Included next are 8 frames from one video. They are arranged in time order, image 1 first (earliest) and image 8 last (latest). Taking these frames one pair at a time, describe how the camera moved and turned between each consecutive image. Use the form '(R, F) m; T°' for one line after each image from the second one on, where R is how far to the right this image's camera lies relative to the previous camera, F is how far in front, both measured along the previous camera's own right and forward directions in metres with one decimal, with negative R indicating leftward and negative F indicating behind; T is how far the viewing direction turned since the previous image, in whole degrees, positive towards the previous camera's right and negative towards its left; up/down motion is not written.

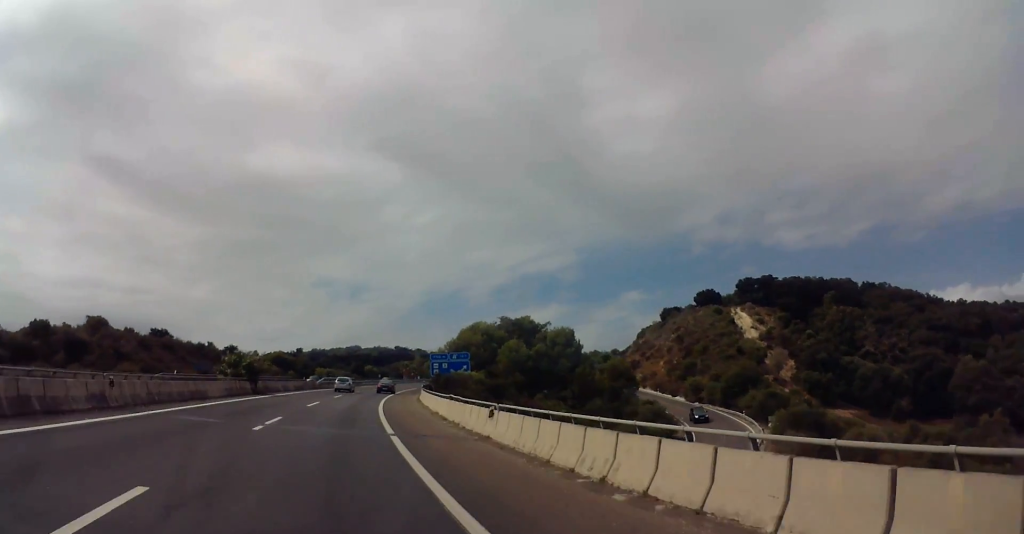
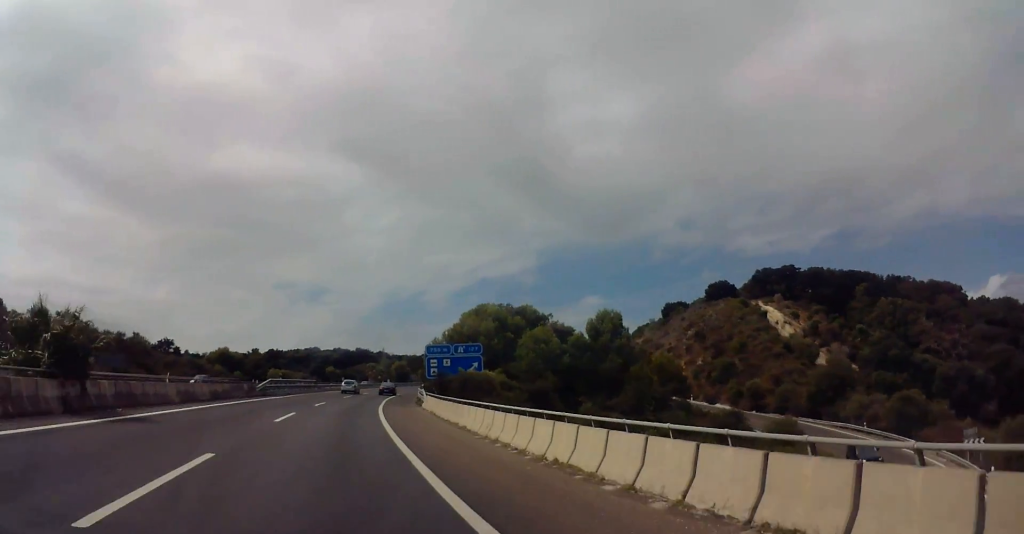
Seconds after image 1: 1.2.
(+0.4, +29.1) m; +4°
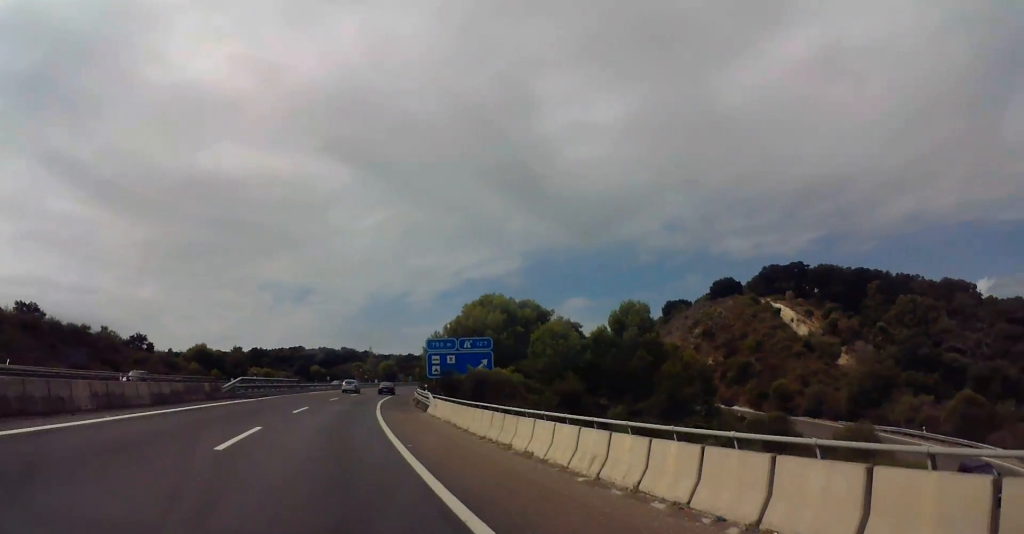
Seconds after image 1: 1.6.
(+0.4, +9.3) m; +1°
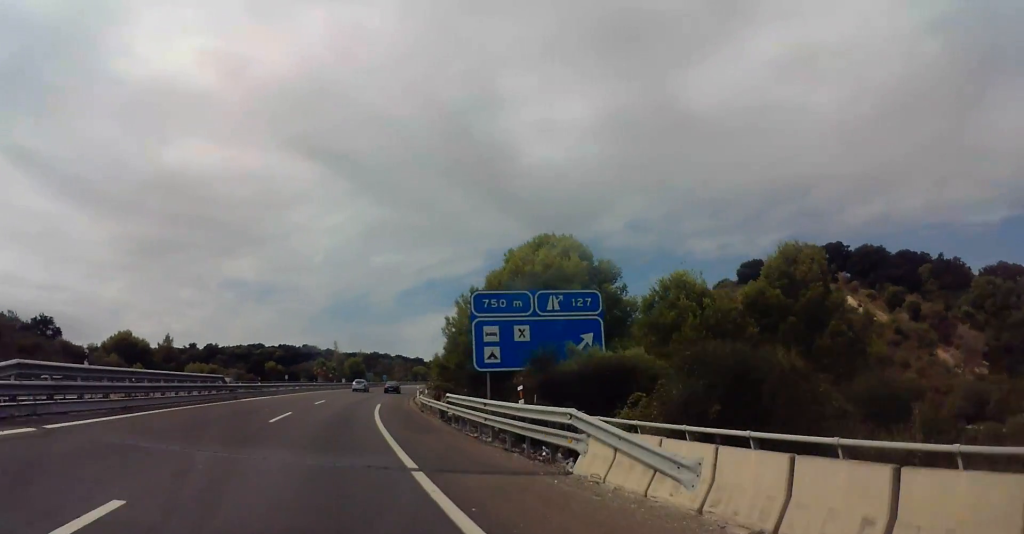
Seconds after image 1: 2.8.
(+0.7, +26.9) m; +2°
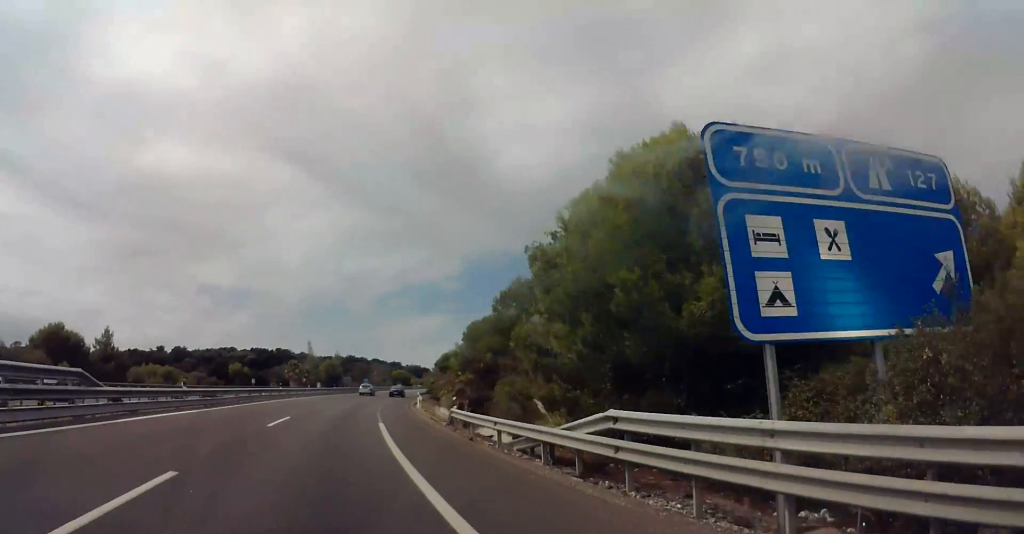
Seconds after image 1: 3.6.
(0.0, +18.6) m; +1°
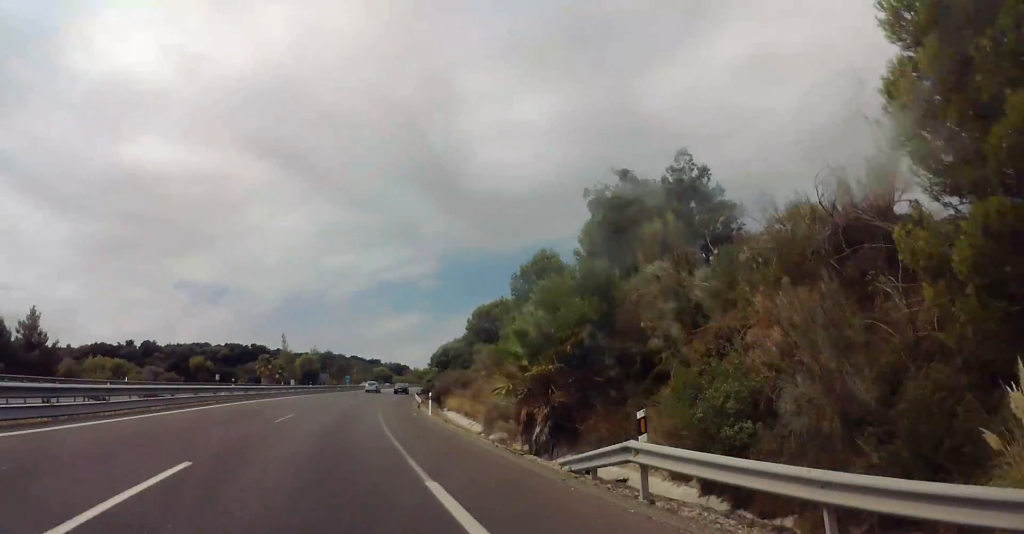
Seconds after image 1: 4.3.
(0.0, +16.7) m; +2°
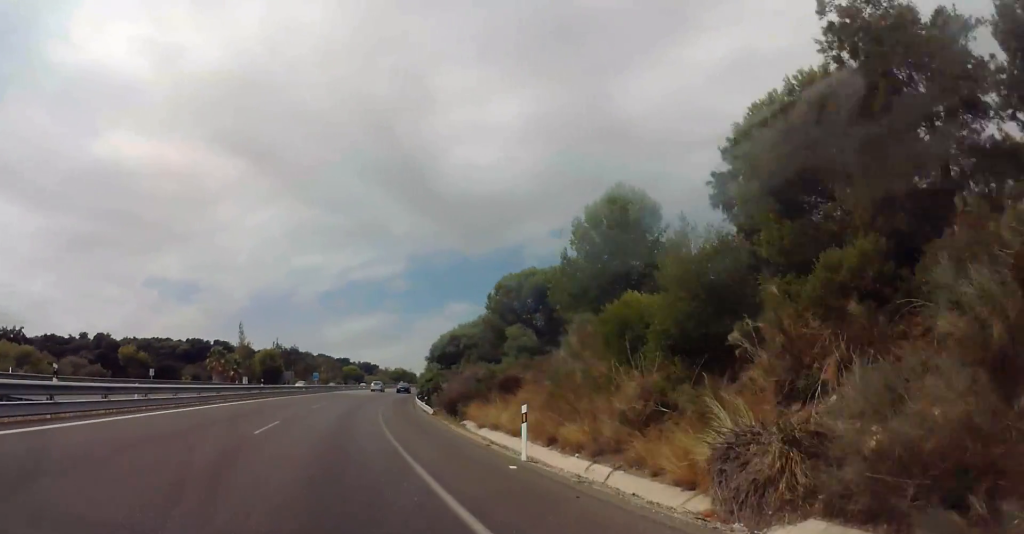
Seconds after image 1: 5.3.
(+1.1, +23.1) m; +4°
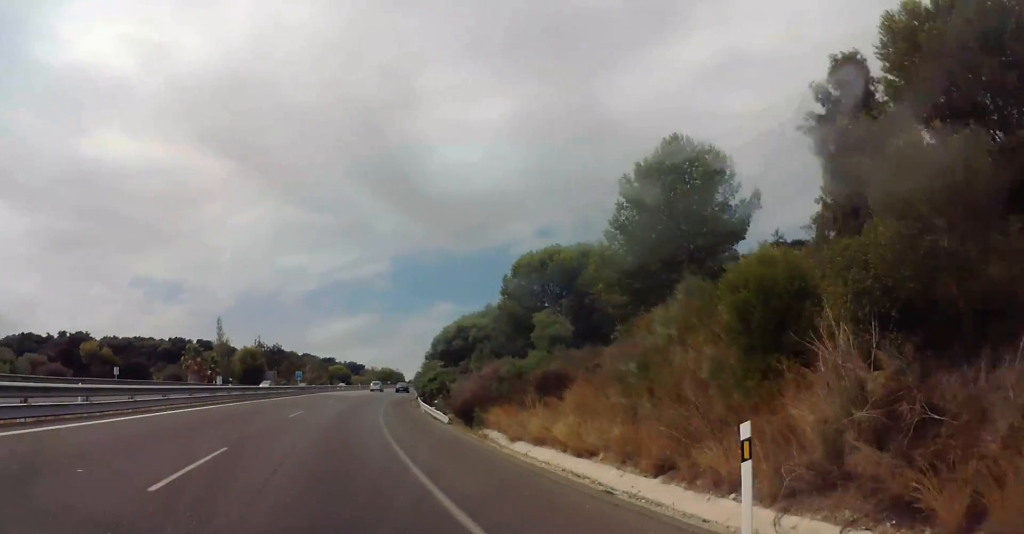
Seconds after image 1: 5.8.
(+0.3, +10.2) m; +1°
